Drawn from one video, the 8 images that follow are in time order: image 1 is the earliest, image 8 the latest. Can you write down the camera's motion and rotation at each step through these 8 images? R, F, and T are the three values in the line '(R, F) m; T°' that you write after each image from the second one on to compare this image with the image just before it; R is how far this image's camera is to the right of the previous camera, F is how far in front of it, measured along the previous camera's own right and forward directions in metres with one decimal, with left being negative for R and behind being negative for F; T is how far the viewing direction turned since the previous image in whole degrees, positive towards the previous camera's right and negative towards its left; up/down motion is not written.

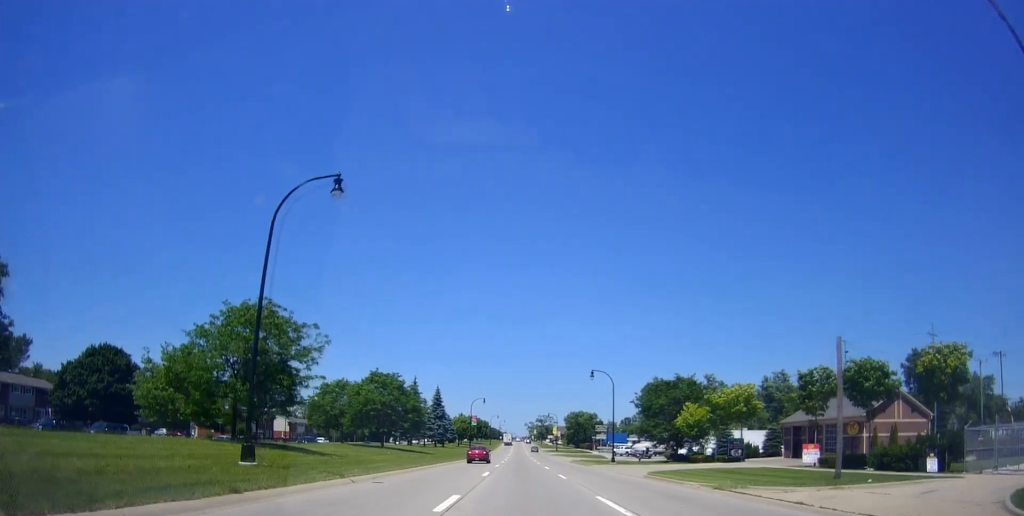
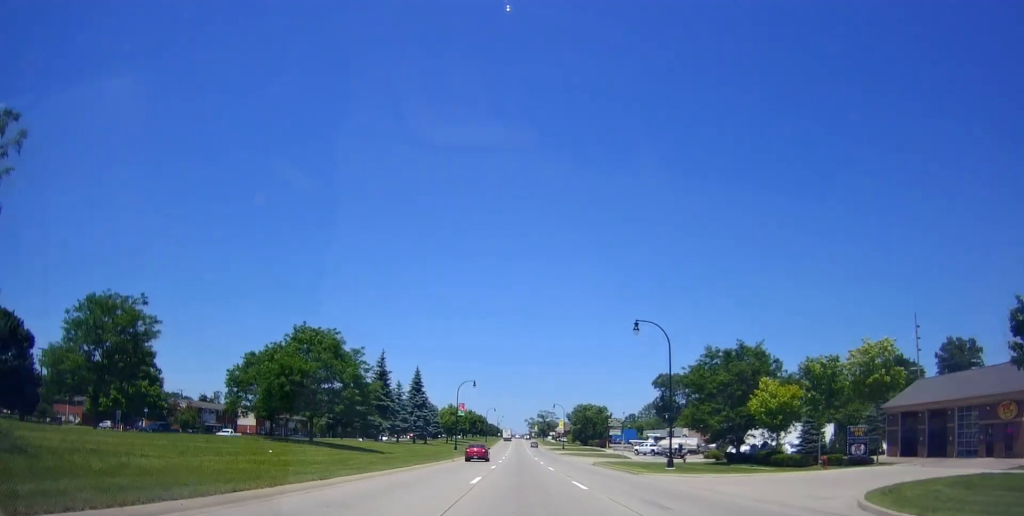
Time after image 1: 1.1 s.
(-0.1, +22.9) m; -1°
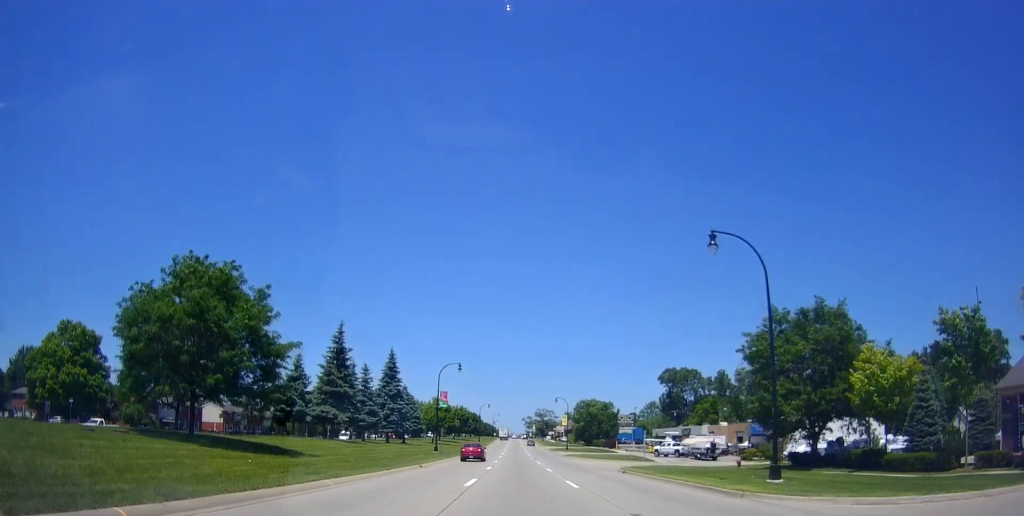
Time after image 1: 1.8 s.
(-0.2, +16.3) m; -1°
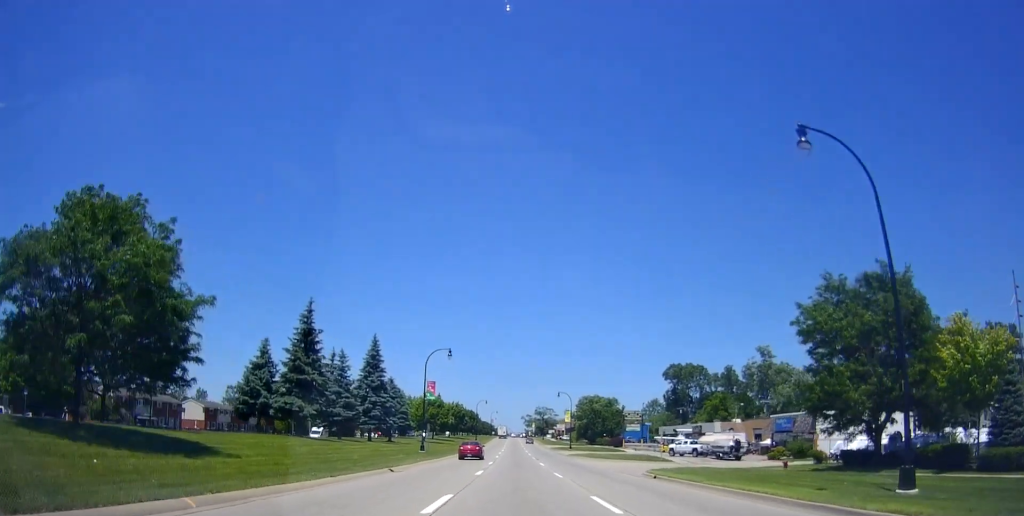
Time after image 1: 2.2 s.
(0.0, +8.4) m; 0°
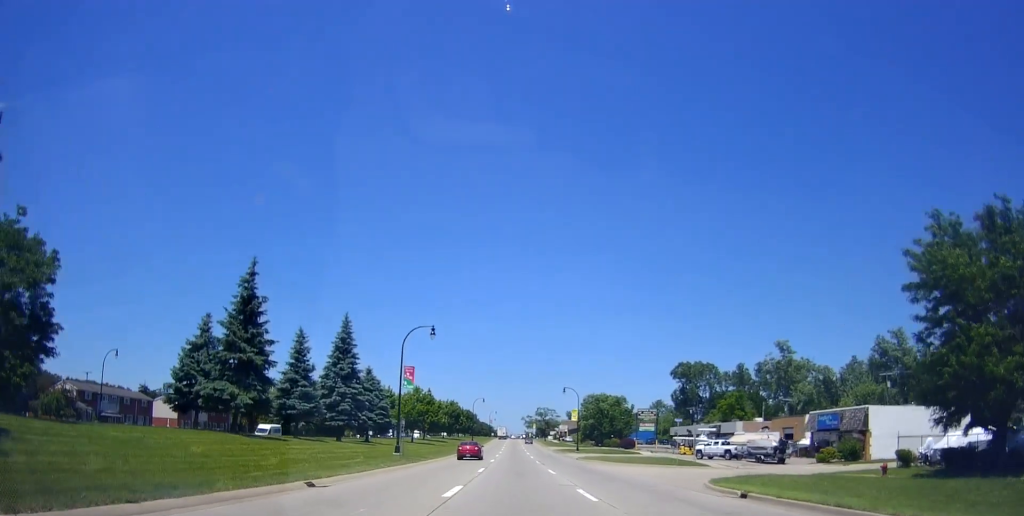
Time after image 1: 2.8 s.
(-0.1, +11.2) m; +1°
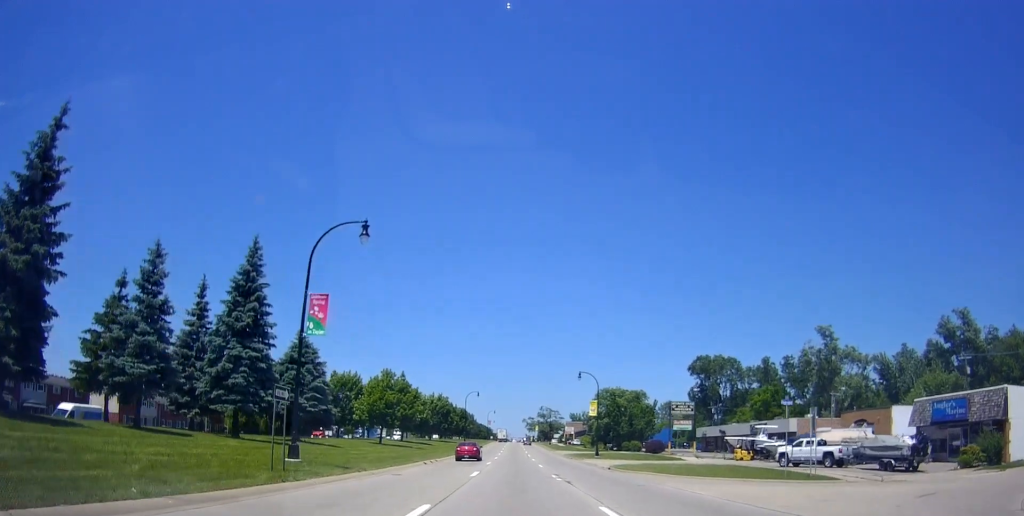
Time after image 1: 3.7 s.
(+0.4, +20.3) m; -1°
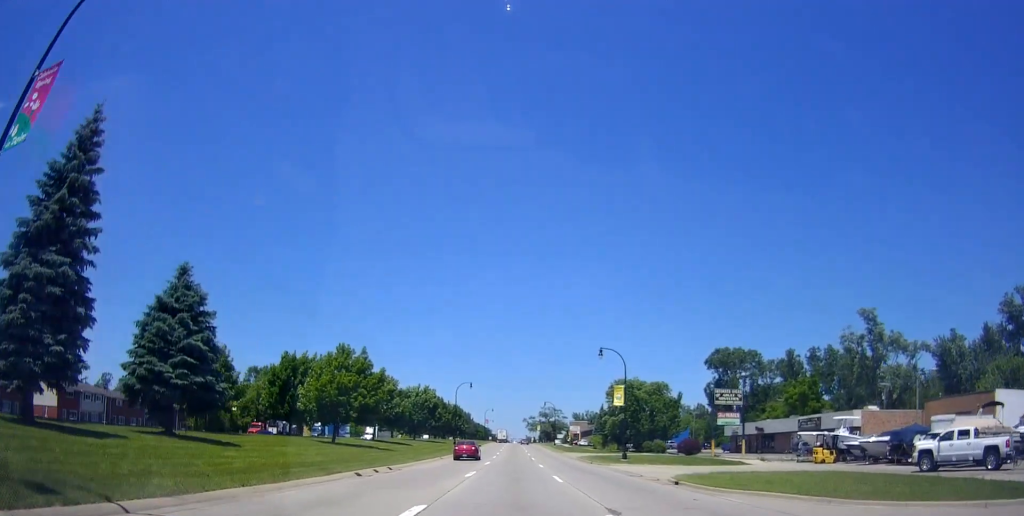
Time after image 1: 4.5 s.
(-0.6, +16.7) m; 0°
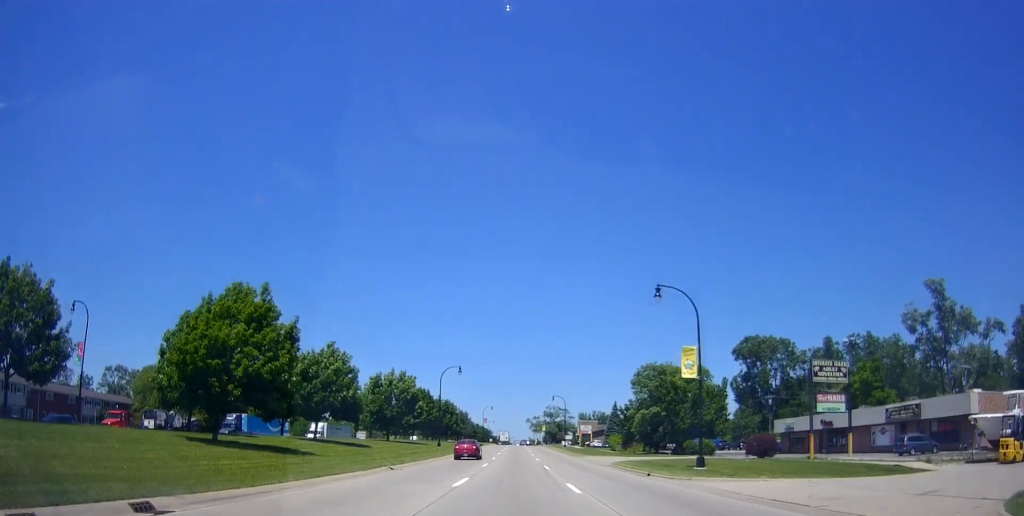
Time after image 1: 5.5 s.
(+0.3, +20.1) m; +1°
